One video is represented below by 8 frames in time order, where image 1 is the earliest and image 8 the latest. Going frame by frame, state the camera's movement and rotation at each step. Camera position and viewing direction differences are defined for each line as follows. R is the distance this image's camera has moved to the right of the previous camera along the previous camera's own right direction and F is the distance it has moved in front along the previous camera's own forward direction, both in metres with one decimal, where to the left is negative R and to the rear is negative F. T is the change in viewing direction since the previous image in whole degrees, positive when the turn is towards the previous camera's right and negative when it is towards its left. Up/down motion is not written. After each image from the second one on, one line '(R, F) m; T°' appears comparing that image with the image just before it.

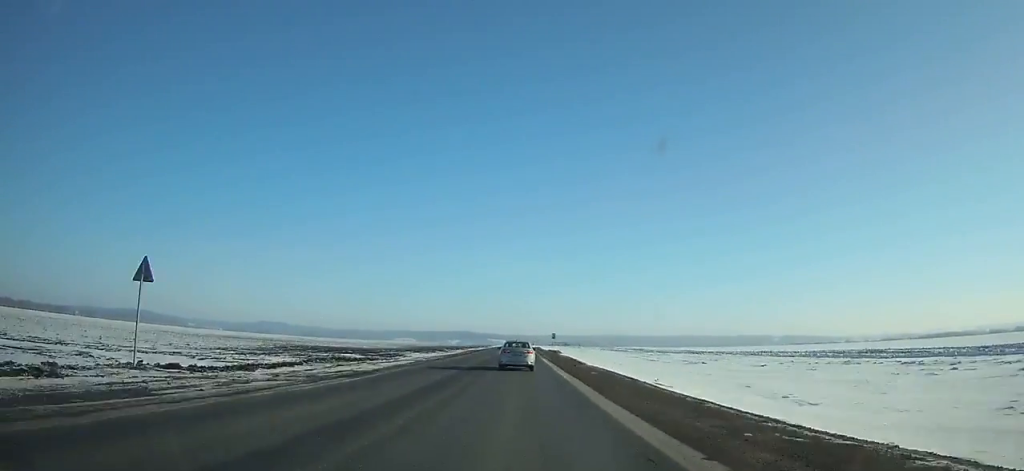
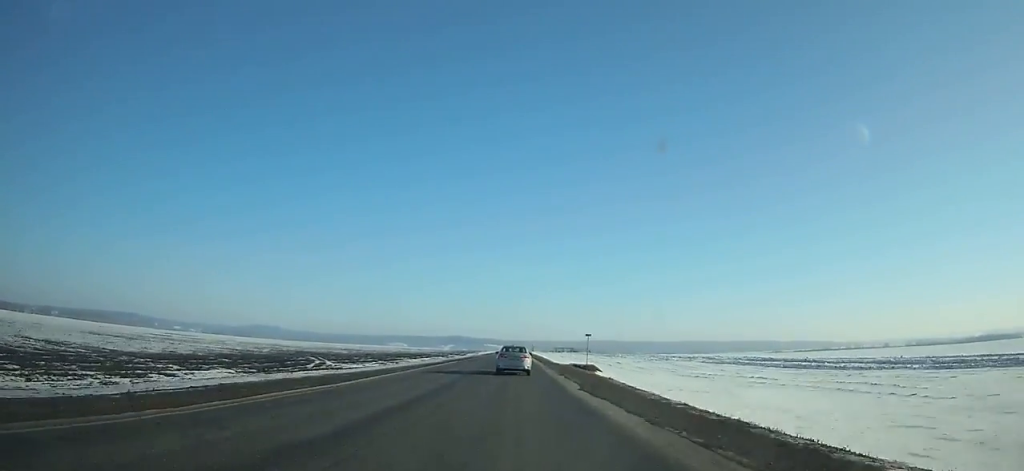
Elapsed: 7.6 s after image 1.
(-0.3, +171.5) m; 0°
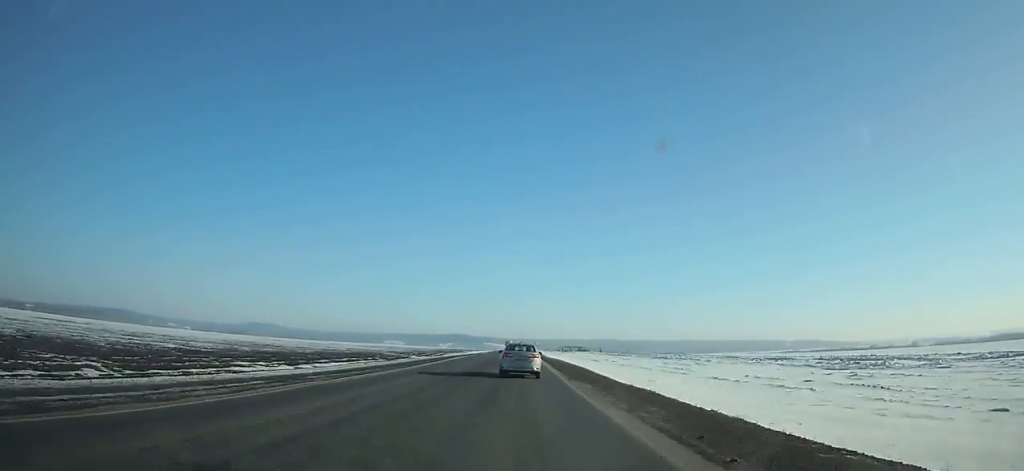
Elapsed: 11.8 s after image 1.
(-0.2, +96.9) m; 0°
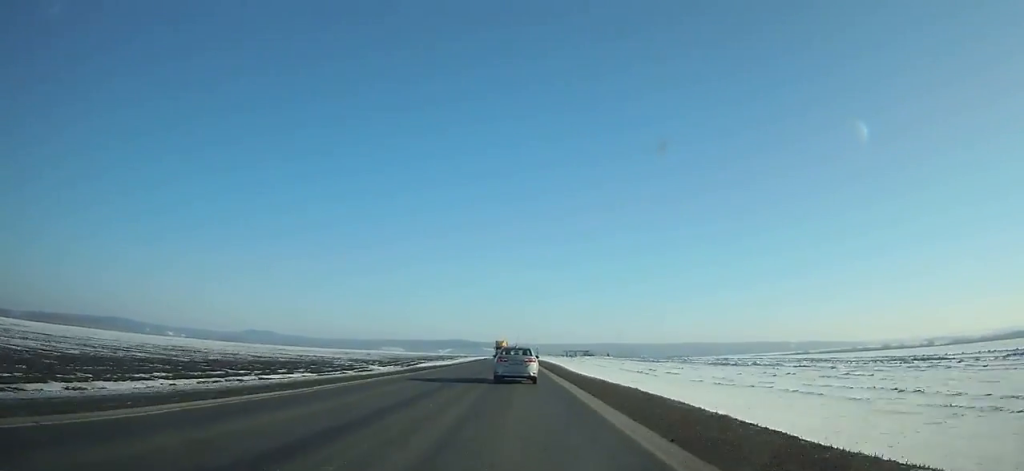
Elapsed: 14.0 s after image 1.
(0.0, +50.7) m; 0°
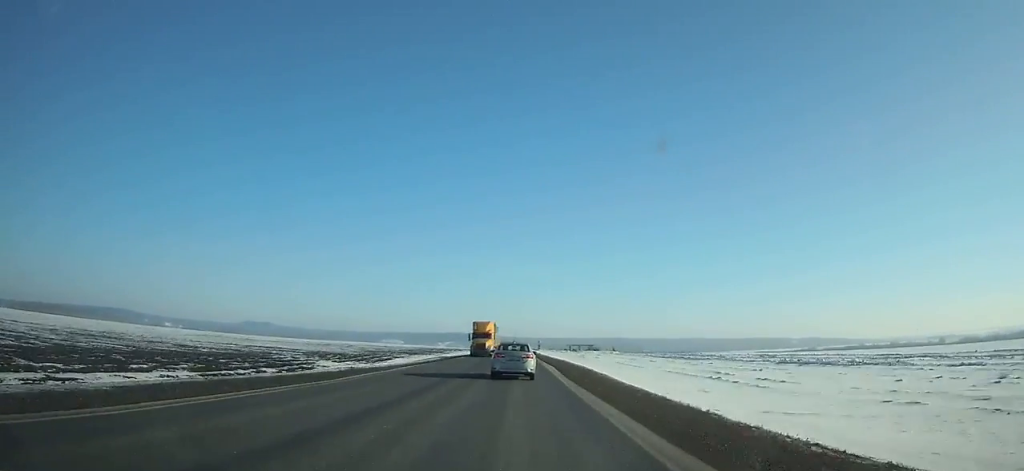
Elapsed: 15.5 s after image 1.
(0.0, +34.5) m; 0°
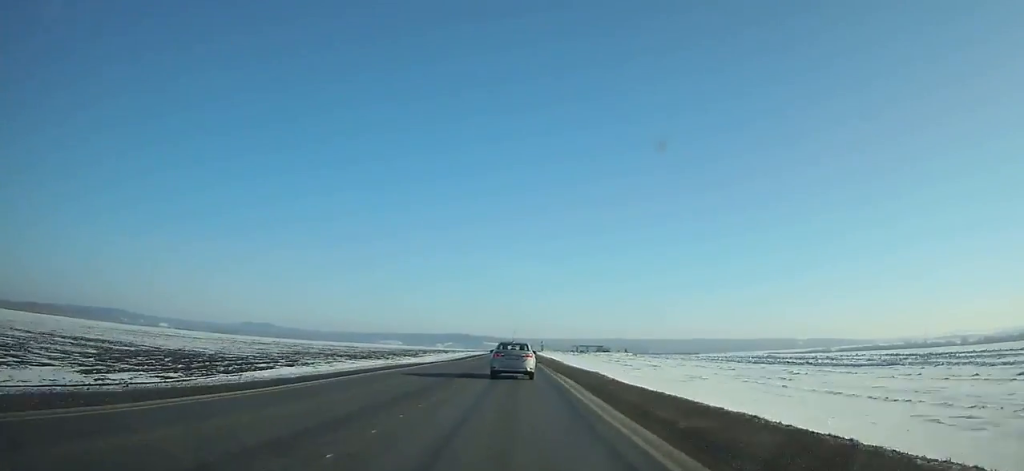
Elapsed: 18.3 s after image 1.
(-0.2, +64.3) m; 0°
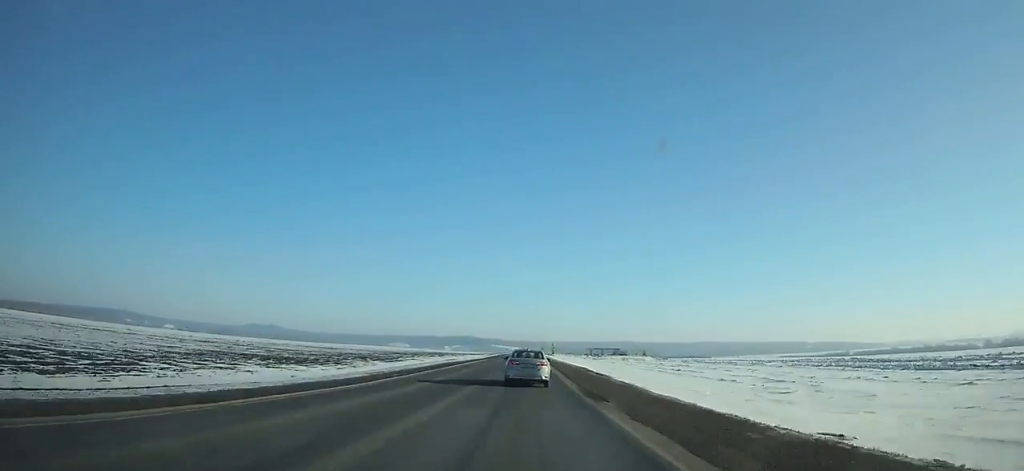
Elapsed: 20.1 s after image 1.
(0.0, +41.1) m; 0°
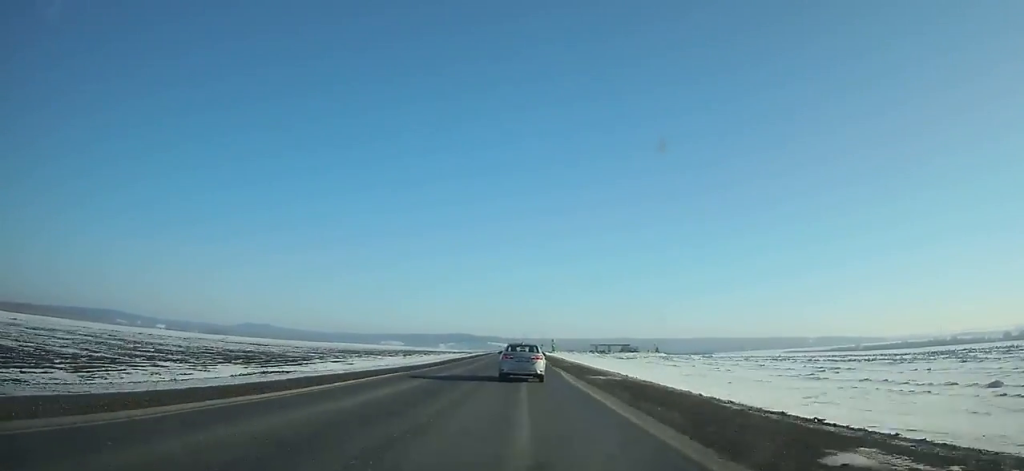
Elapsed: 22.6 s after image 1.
(0.0, +56.8) m; 0°
